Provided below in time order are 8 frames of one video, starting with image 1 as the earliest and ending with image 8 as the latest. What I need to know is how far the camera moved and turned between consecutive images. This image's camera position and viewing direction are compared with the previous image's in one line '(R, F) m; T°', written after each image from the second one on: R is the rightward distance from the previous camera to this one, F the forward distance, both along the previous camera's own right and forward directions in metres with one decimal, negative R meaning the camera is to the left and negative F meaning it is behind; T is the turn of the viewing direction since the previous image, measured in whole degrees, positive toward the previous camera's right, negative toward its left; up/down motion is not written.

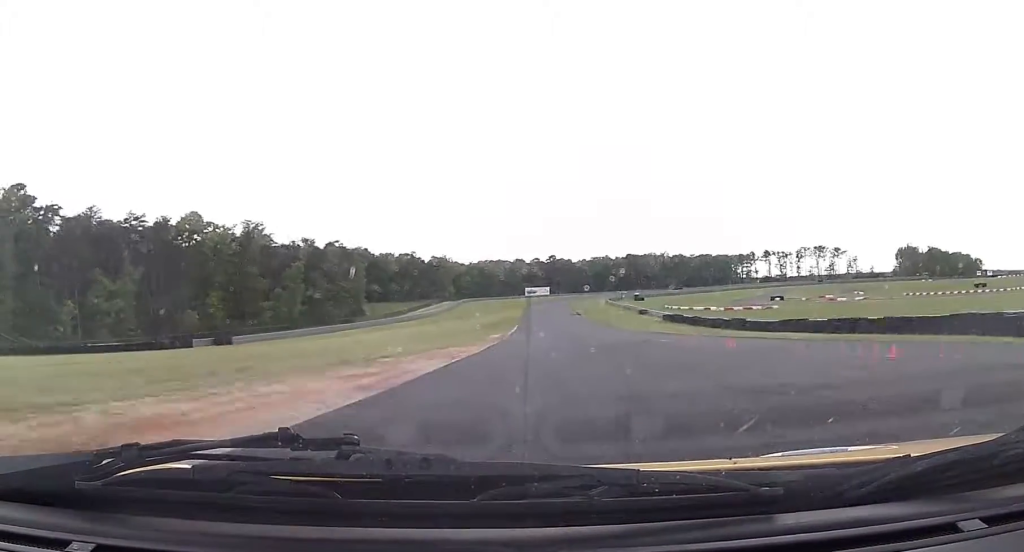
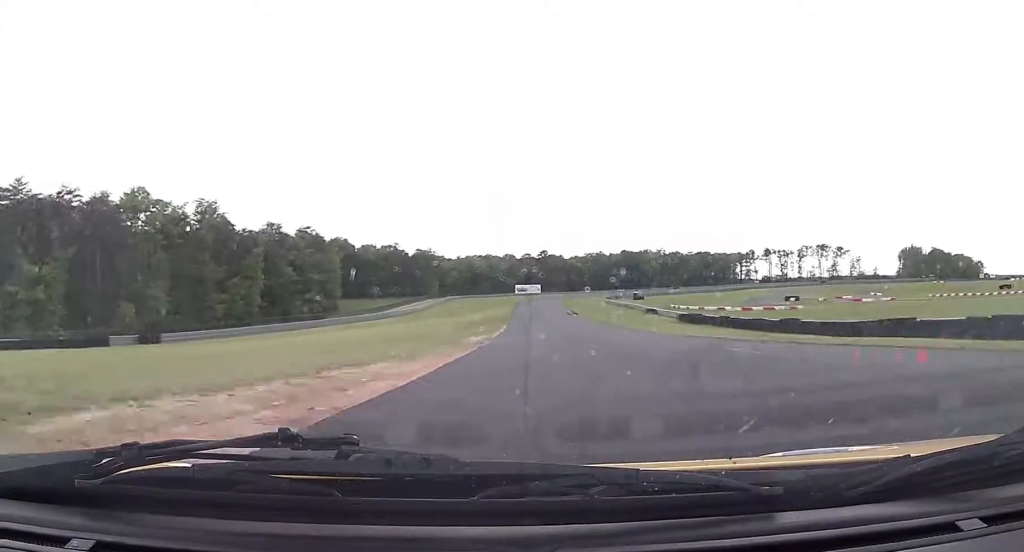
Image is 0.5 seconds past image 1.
(+0.3, +15.5) m; +2°
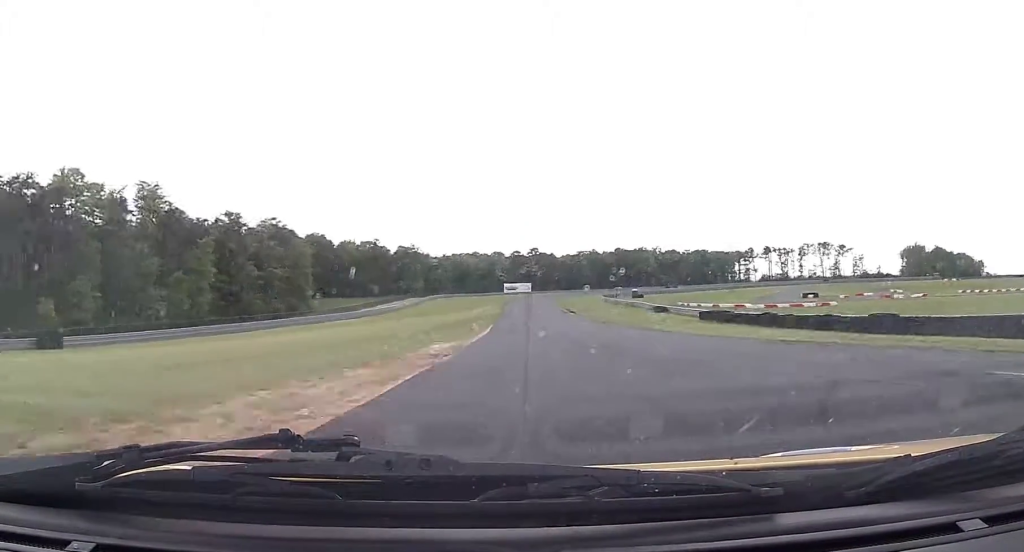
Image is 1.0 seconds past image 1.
(+0.3, +15.8) m; 0°
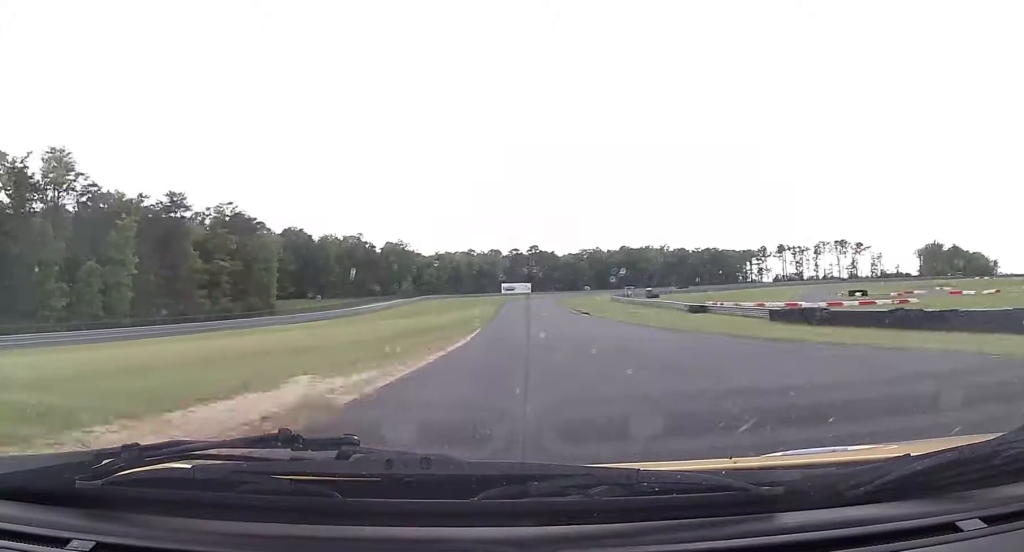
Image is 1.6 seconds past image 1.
(+0.3, +20.6) m; 0°
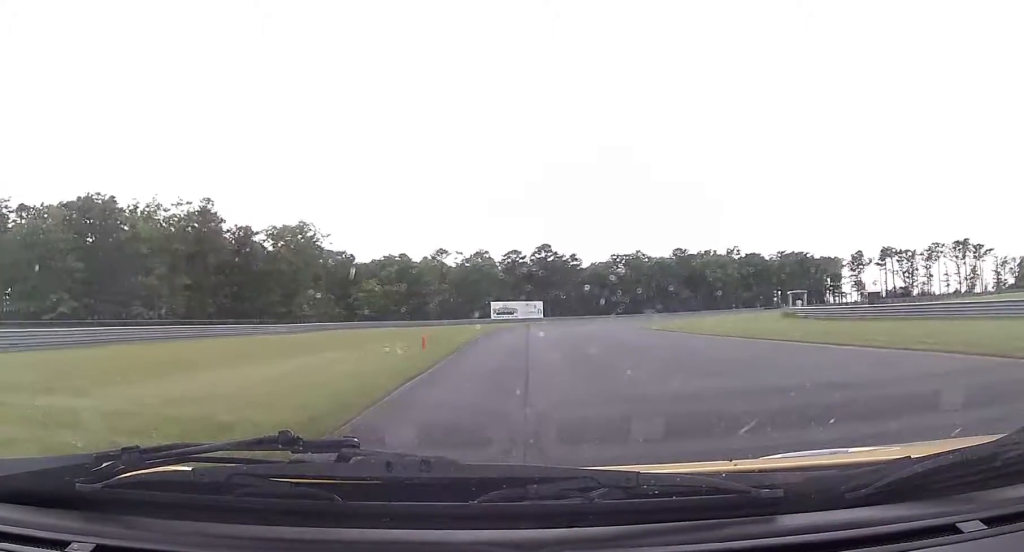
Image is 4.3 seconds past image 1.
(-0.1, +102.2) m; +1°
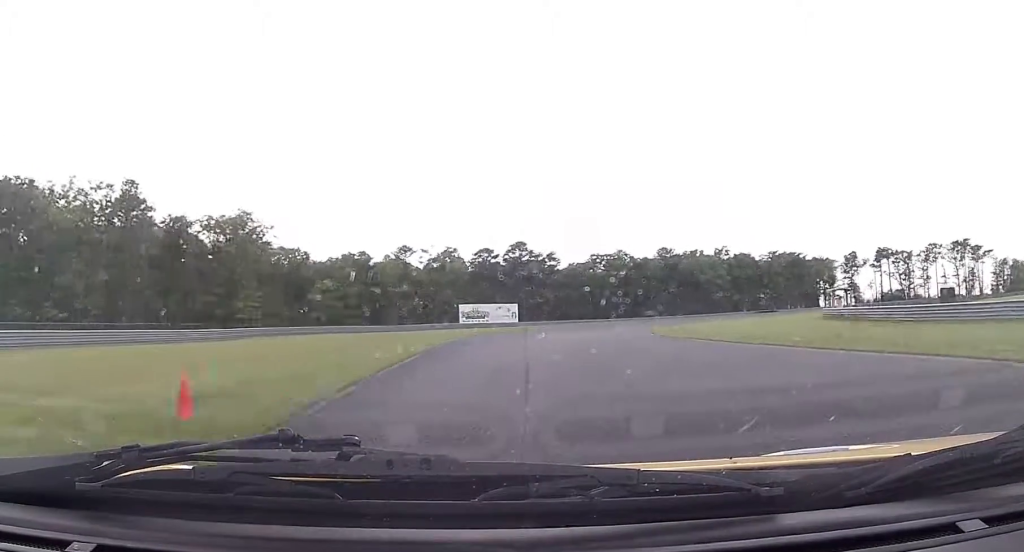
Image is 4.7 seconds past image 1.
(-0.1, +15.8) m; +2°
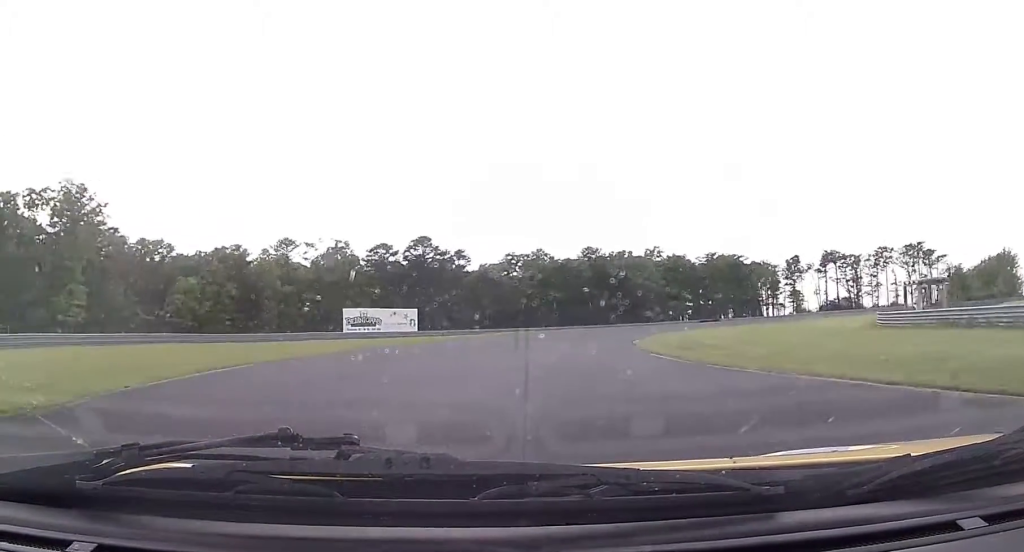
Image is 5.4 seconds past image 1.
(+0.6, +24.5) m; +5°
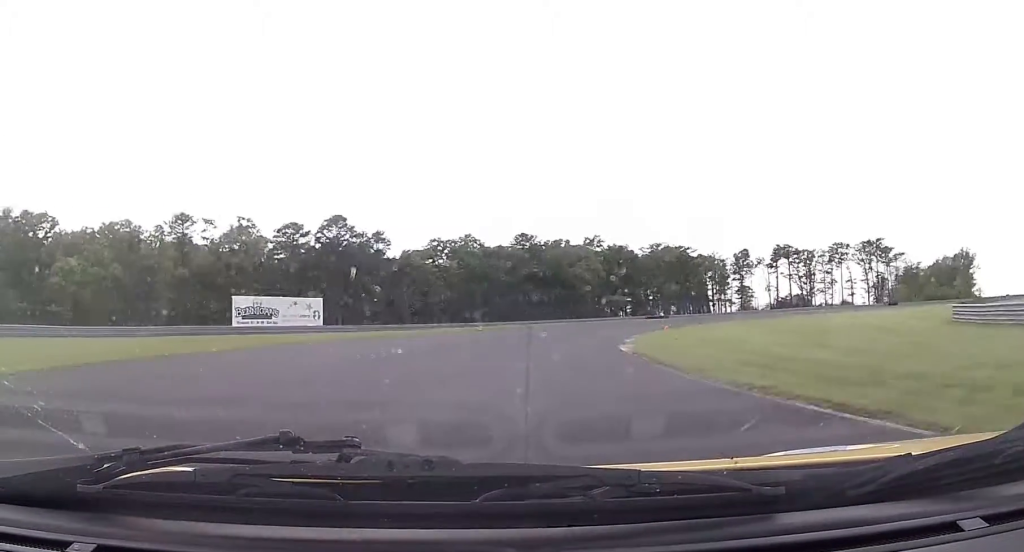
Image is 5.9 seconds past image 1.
(+0.9, +15.5) m; +5°
